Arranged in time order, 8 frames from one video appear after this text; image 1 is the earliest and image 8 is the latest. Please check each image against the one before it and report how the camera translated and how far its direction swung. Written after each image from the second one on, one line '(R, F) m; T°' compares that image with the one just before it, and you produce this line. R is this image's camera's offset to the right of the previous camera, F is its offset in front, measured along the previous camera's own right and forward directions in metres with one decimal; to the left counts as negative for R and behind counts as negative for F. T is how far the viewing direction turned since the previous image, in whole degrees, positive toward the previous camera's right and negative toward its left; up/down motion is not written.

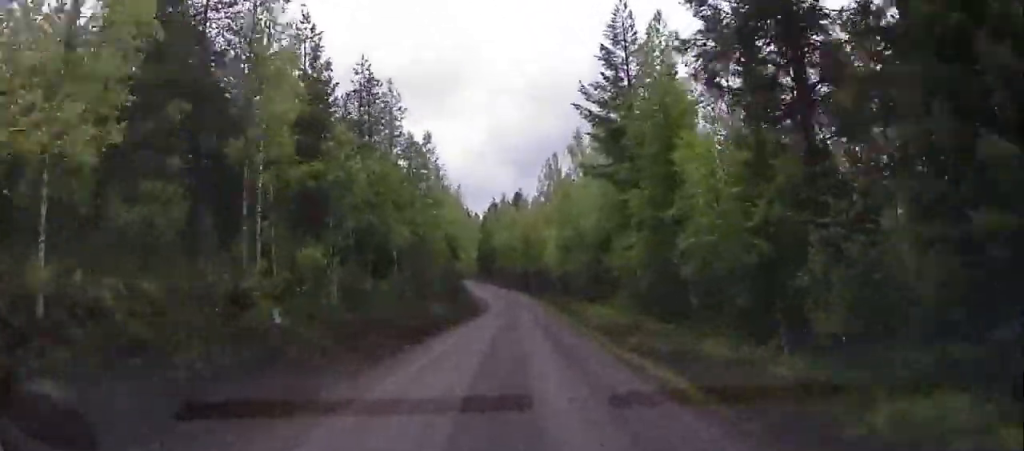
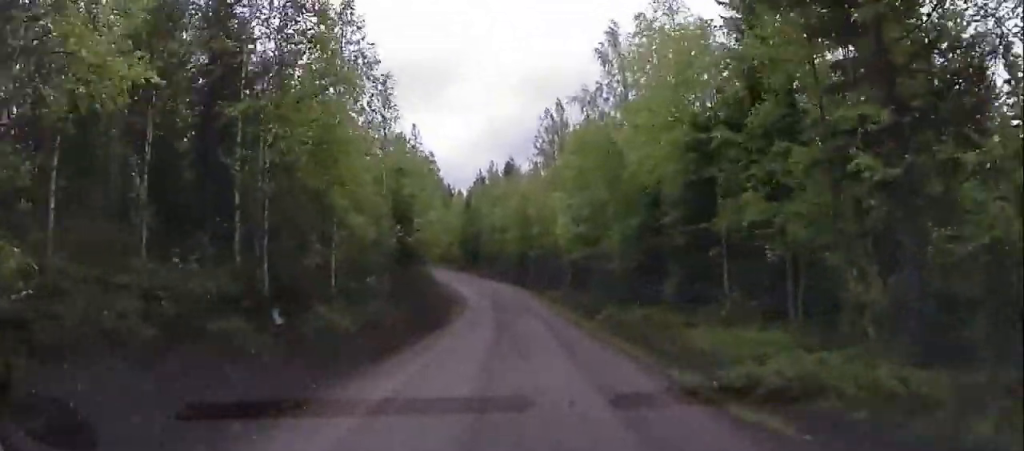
(+0.7, +21.2) m; +3°
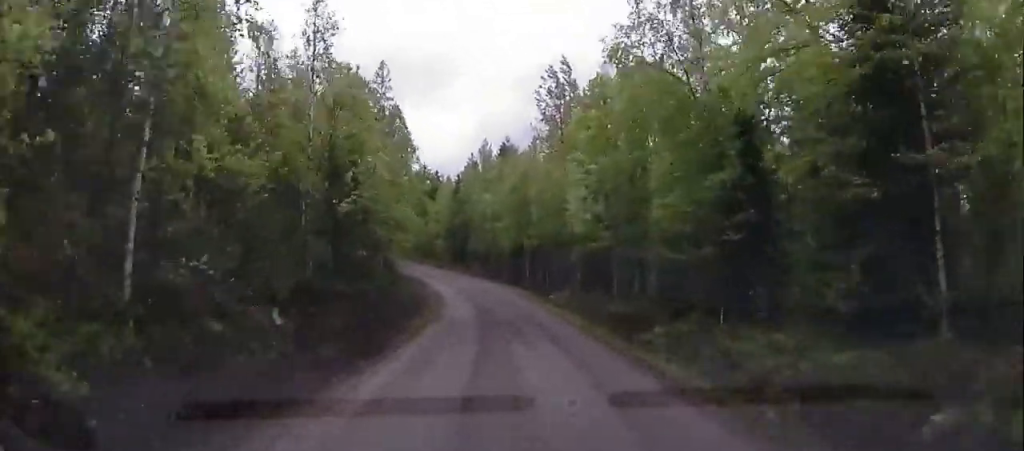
(+0.2, +11.7) m; -2°
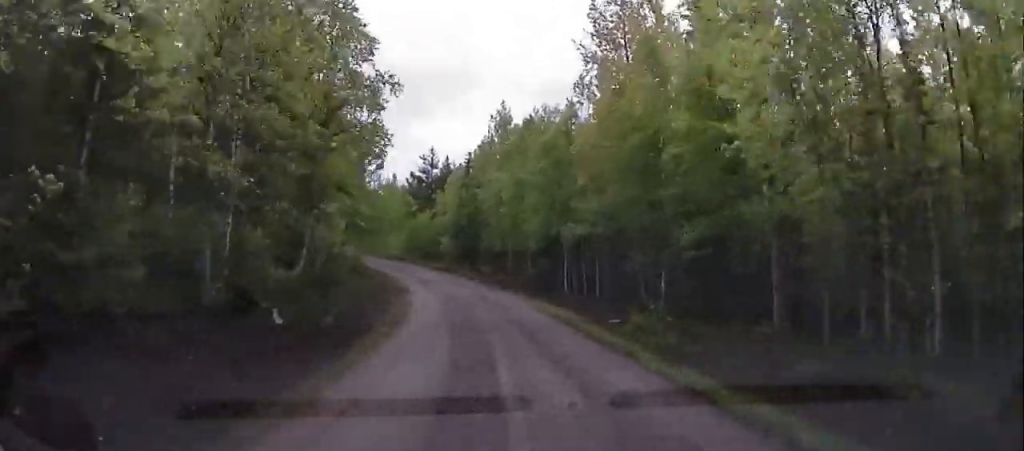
(-0.9, +18.3) m; -4°
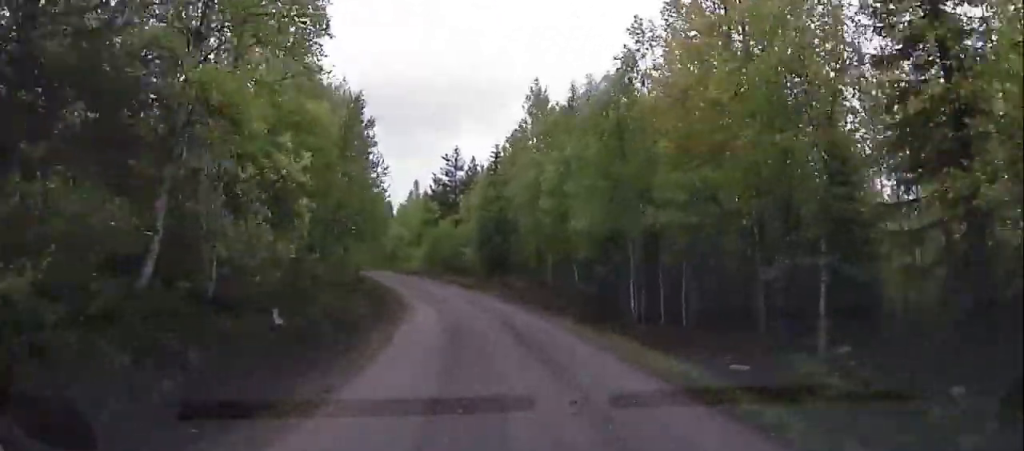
(0.0, +10.2) m; -2°
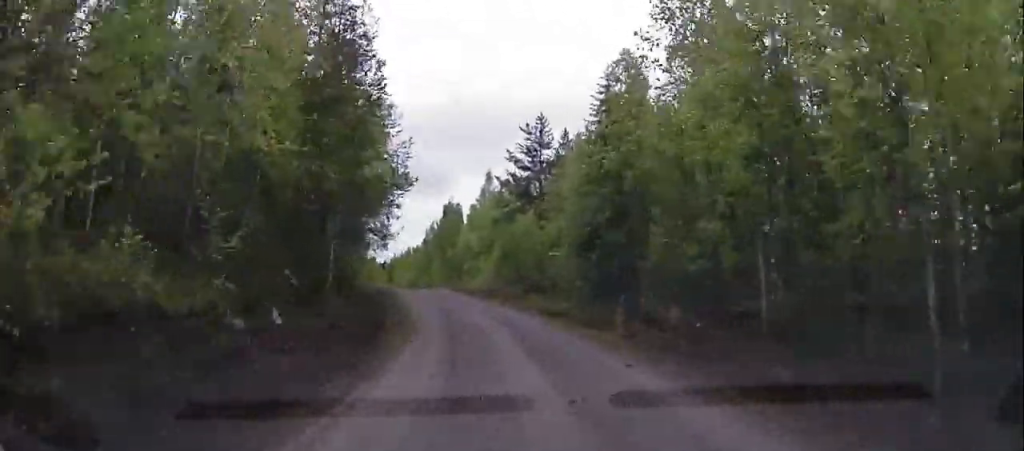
(-1.2, +22.0) m; -5°
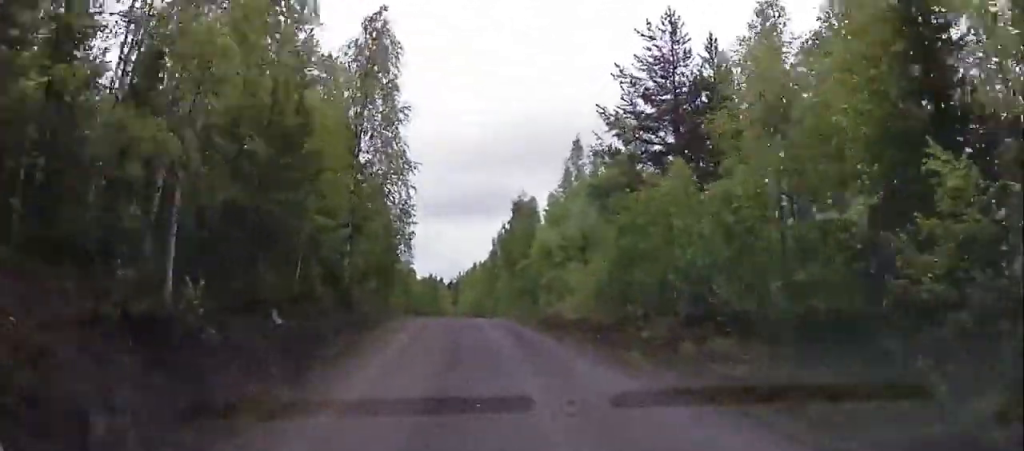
(-1.5, +23.7) m; -7°
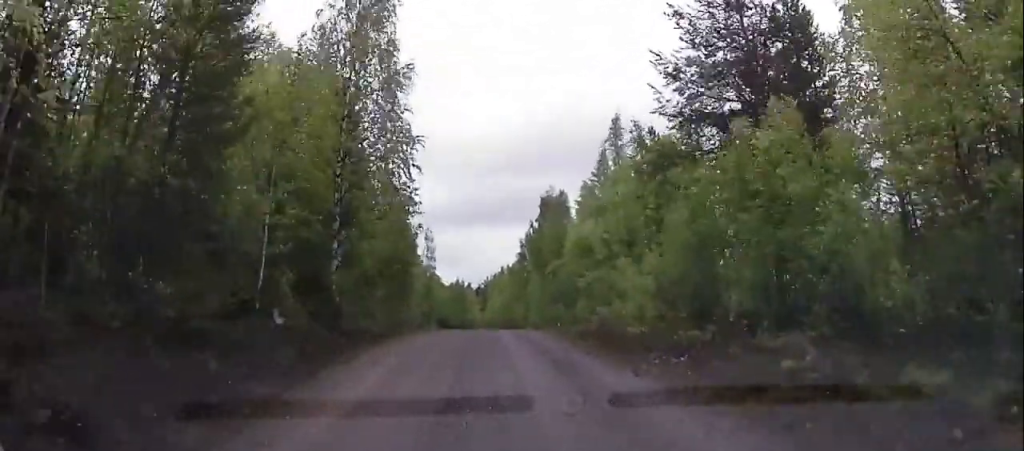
(-0.1, +6.8) m; -2°
